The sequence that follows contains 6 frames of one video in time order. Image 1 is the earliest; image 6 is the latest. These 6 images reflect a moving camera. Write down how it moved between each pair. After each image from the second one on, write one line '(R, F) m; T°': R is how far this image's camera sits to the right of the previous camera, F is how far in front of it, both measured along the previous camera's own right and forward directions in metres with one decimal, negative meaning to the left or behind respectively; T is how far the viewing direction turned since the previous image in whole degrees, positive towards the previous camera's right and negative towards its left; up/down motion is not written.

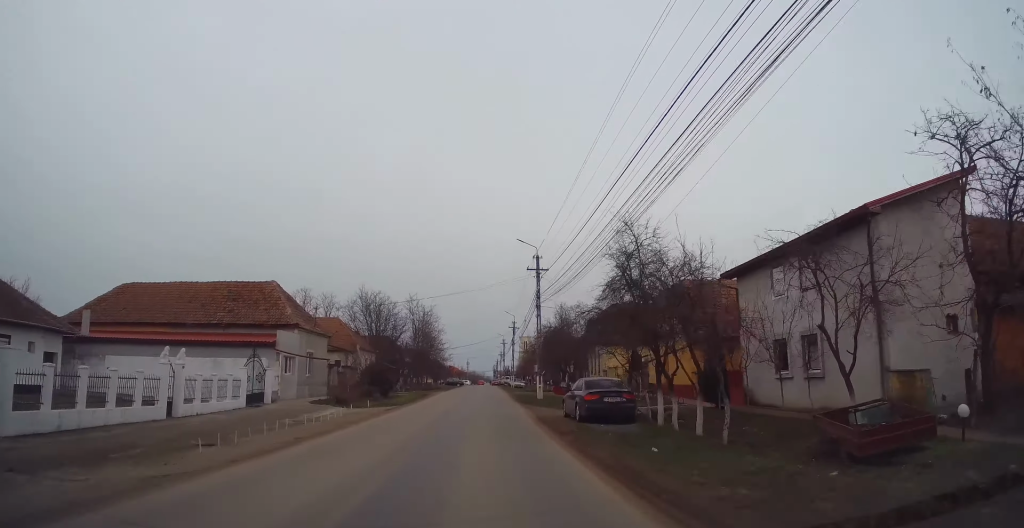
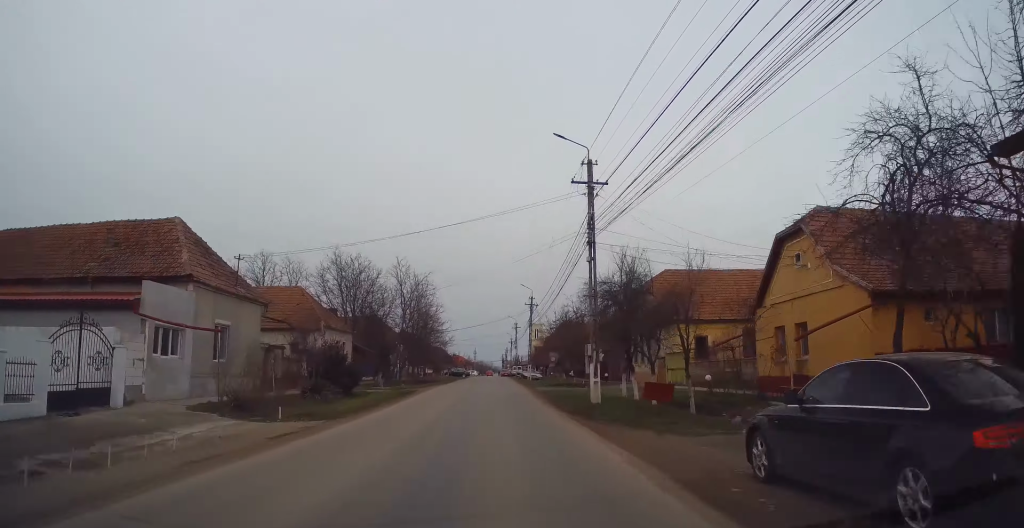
(0.0, +14.9) m; -1°
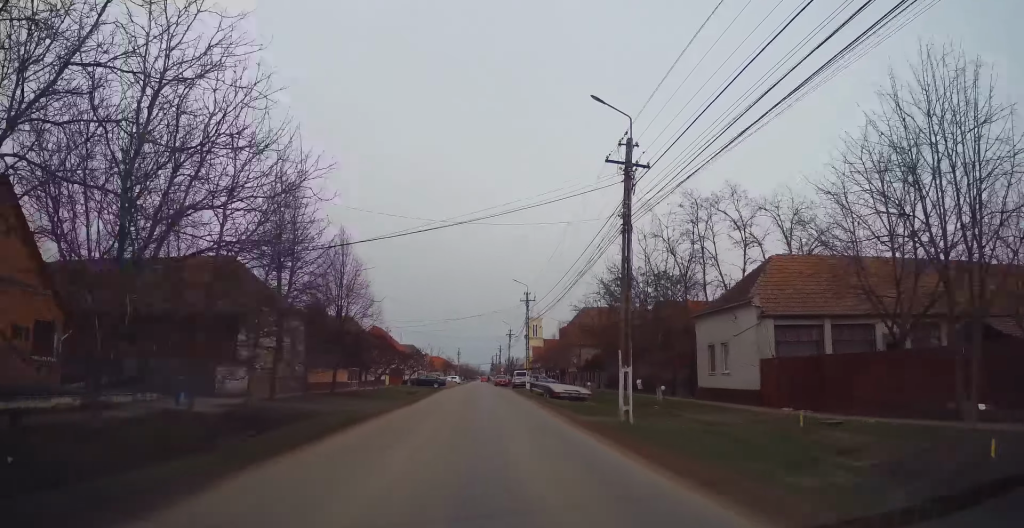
(-0.3, +42.2) m; +1°
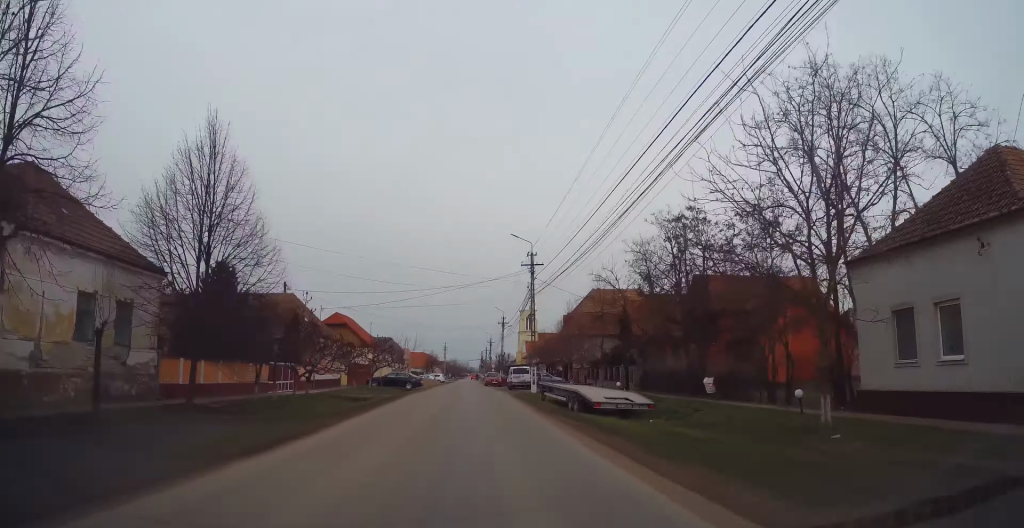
(+0.1, +15.8) m; 0°
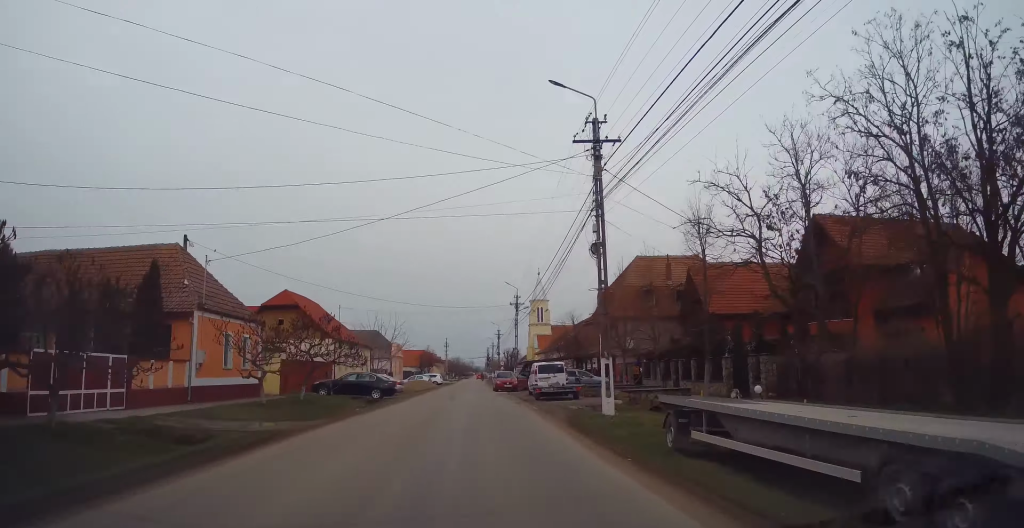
(-0.1, +18.6) m; 0°
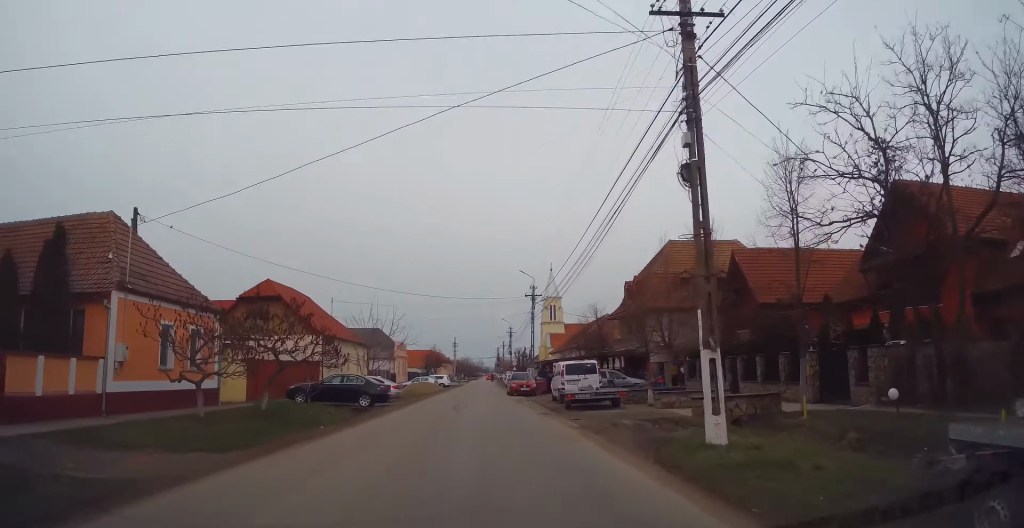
(0.0, +6.6) m; 0°
